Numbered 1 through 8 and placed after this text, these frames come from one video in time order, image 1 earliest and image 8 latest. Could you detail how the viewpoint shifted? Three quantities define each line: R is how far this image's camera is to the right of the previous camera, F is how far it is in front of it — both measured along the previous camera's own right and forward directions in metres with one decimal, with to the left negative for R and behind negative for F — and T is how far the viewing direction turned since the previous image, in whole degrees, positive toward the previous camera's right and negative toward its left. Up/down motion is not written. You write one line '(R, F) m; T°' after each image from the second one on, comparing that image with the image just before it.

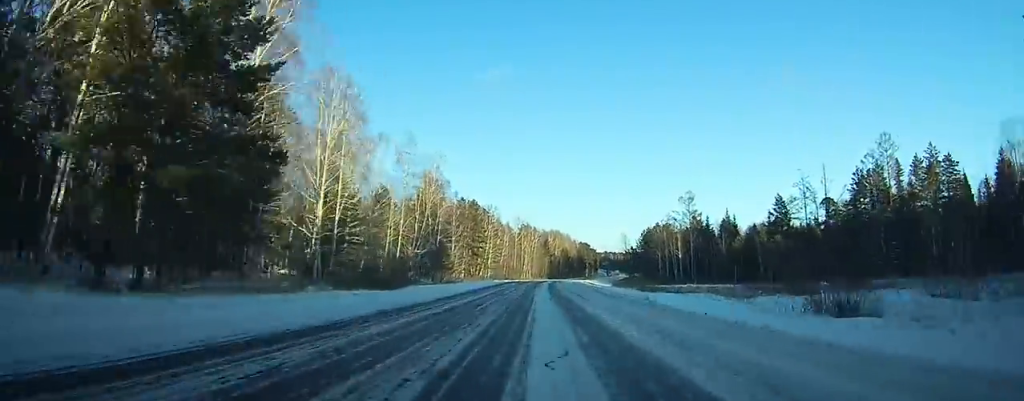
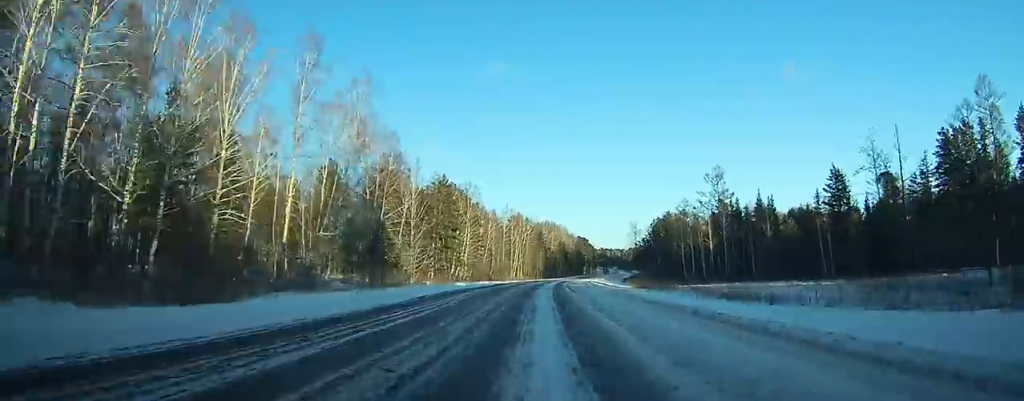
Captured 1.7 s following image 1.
(-0.1, +37.9) m; 0°
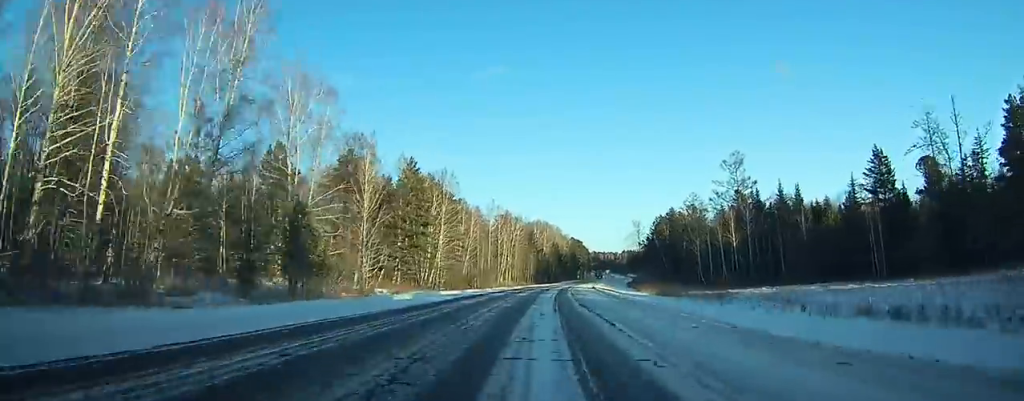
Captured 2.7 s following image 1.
(0.0, +22.6) m; 0°
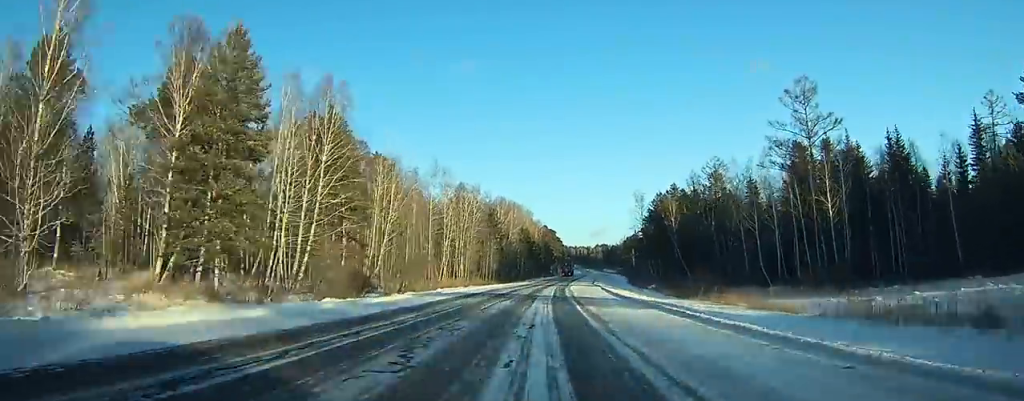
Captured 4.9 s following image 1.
(+0.8, +50.4) m; +3°
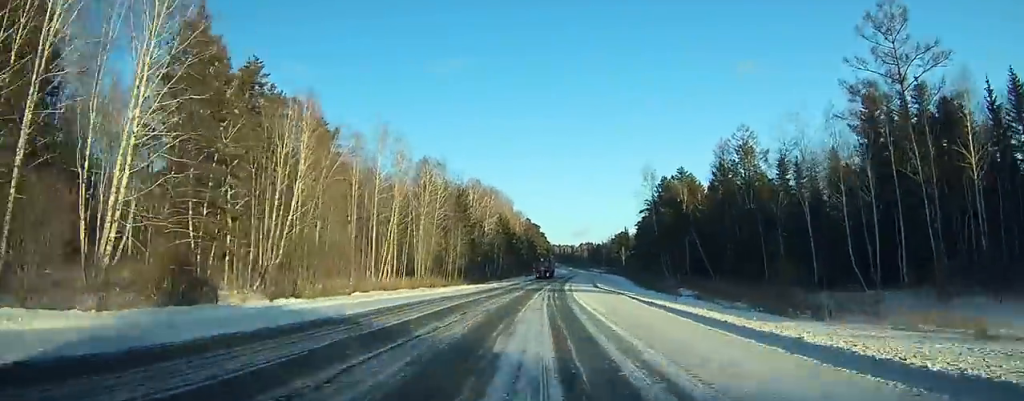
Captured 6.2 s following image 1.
(+0.3, +28.0) m; +2°
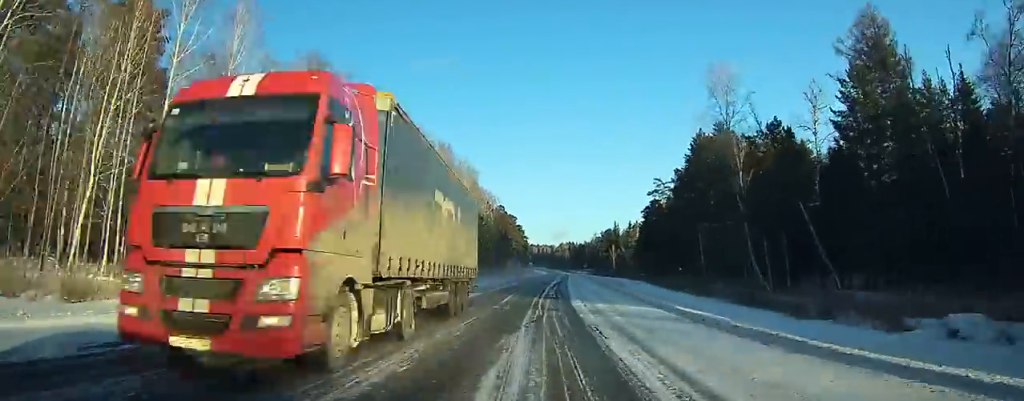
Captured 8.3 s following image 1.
(+1.4, +47.1) m; +3°
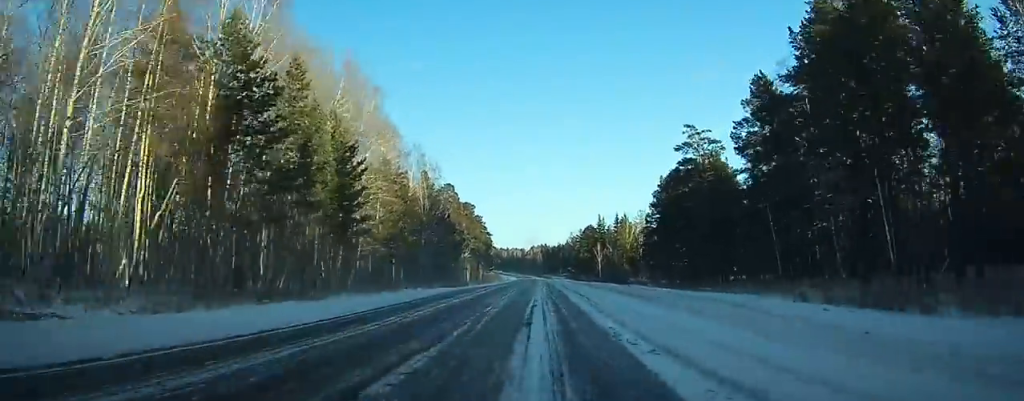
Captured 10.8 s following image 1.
(+1.6, +55.0) m; +3°
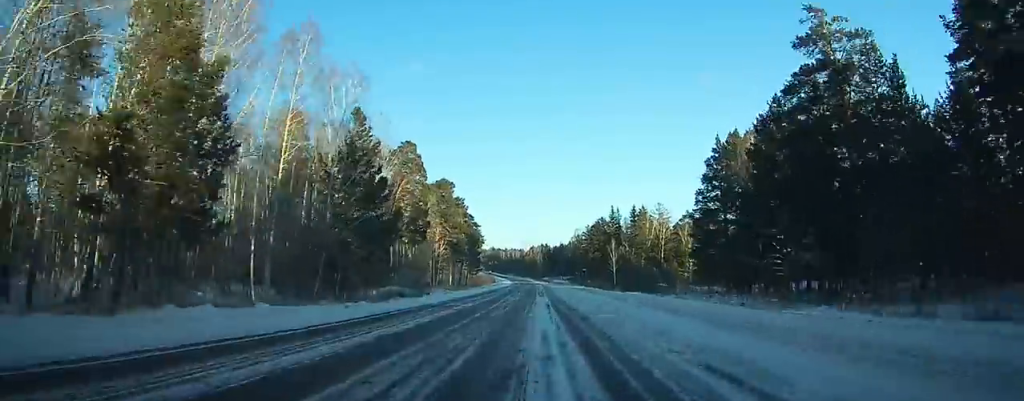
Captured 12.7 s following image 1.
(+0.7, +42.3) m; +1°
